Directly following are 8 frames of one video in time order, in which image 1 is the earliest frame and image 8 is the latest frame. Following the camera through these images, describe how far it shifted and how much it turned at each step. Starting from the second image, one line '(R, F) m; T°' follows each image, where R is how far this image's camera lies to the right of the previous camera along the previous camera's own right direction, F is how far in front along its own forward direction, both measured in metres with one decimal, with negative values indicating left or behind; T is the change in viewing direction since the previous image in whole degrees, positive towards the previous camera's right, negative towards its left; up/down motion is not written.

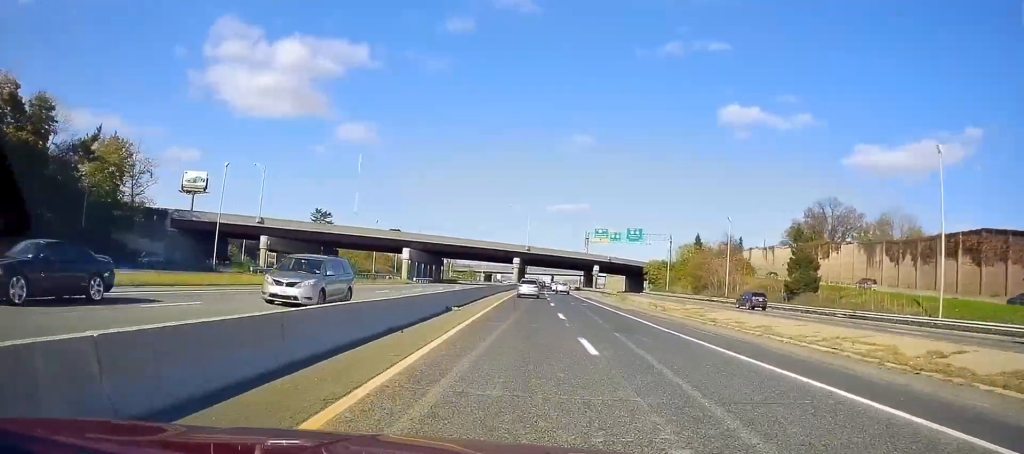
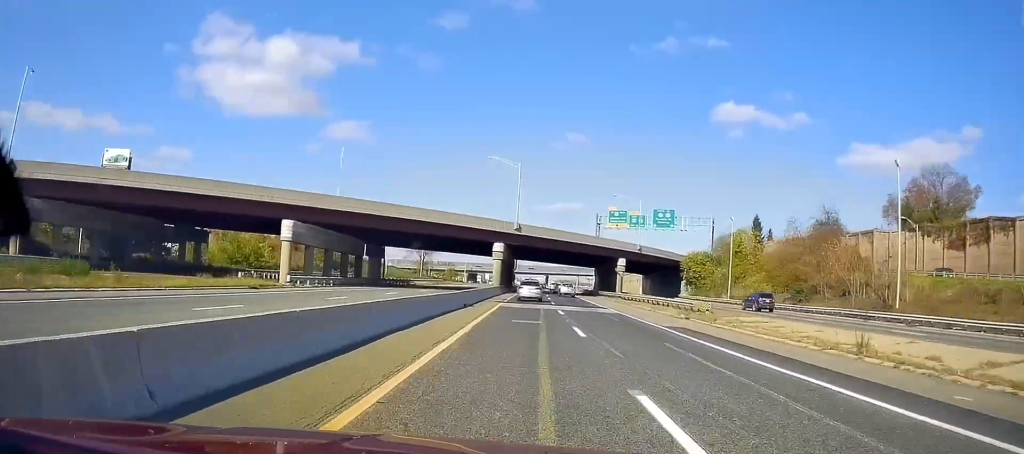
(0.0, +45.1) m; 0°
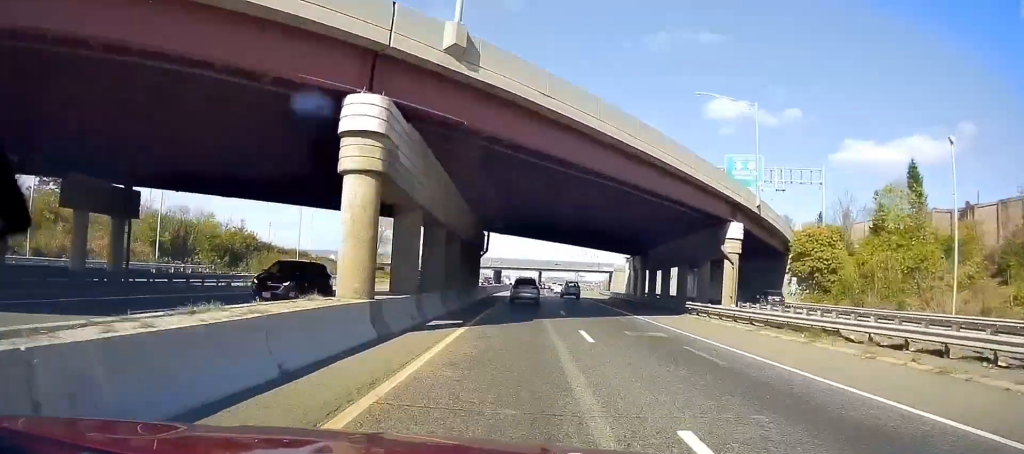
(+0.8, +51.9) m; +2°
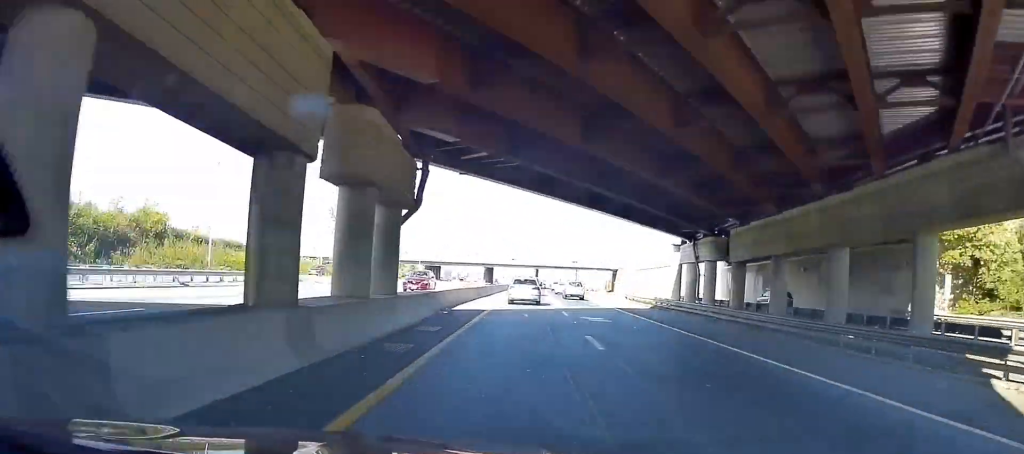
(0.0, +26.6) m; 0°
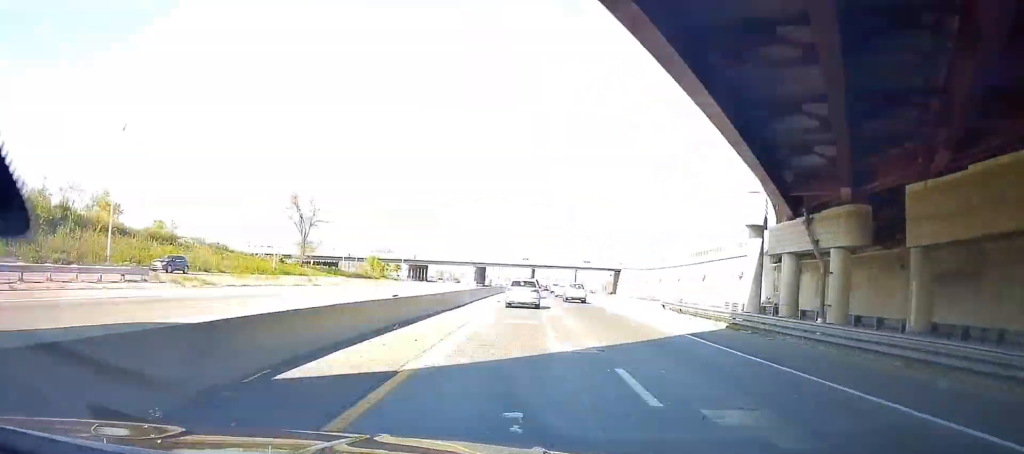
(0.0, +18.3) m; +1°
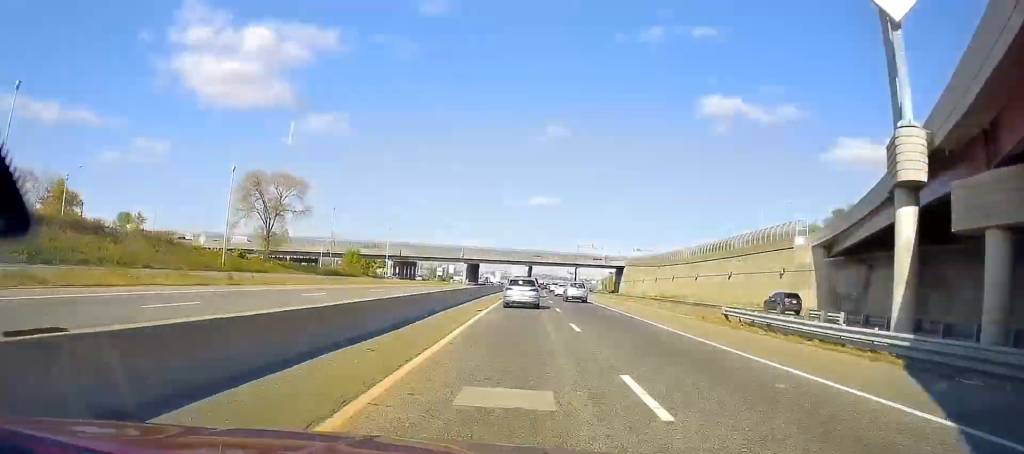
(-0.1, +14.4) m; 0°
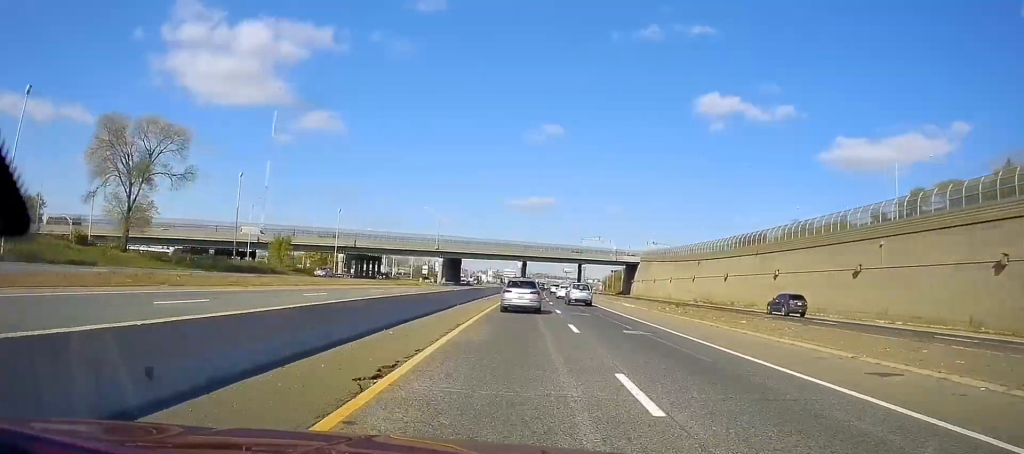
(+0.5, +35.8) m; +1°
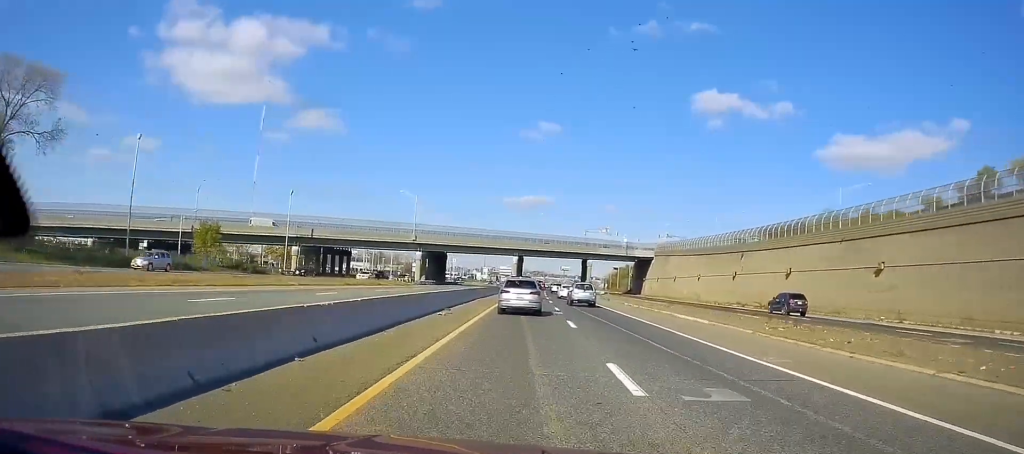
(0.0, +22.5) m; 0°
